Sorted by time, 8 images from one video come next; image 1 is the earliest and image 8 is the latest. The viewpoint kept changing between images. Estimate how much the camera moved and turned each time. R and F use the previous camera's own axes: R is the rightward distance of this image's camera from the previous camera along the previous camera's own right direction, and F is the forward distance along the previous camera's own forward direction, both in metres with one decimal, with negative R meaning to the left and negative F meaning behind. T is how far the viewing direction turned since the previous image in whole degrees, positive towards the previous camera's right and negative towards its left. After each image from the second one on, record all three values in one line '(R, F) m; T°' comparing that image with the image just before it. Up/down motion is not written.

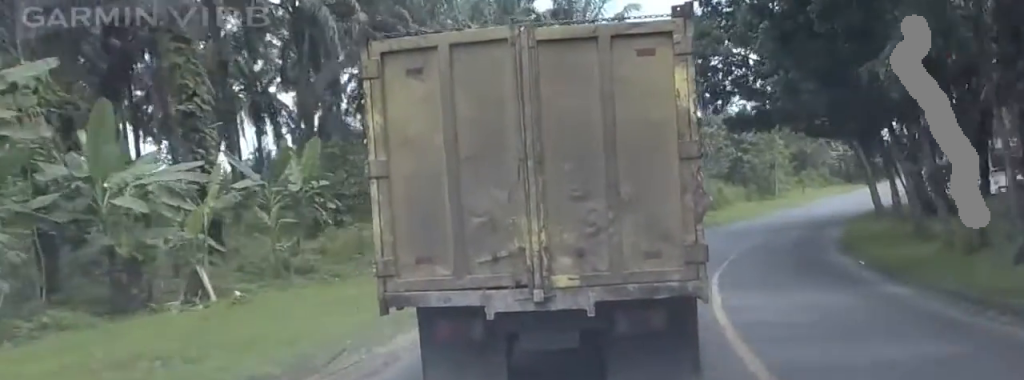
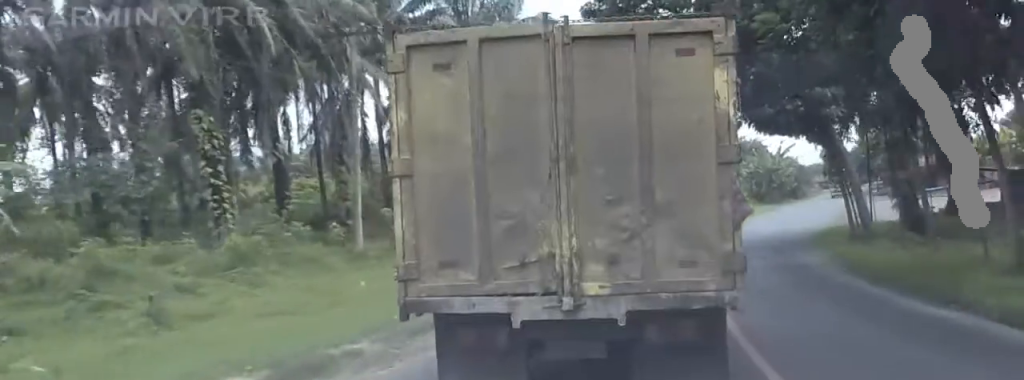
(+2.0, +12.2) m; +14°
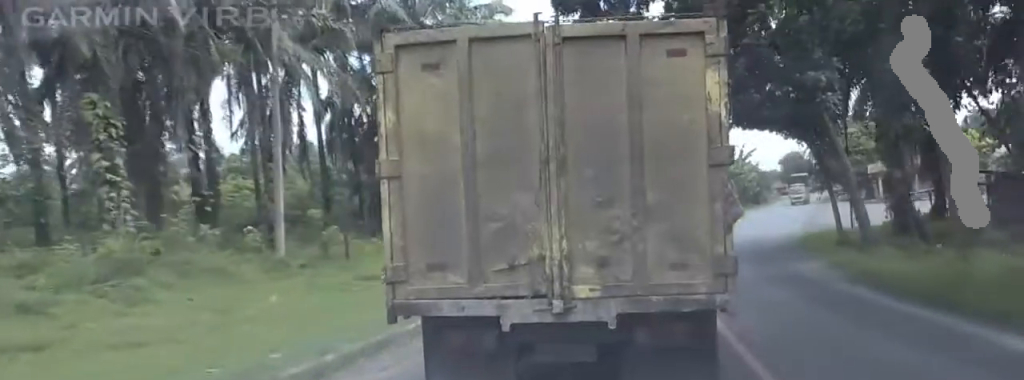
(+0.2, +4.4) m; +3°
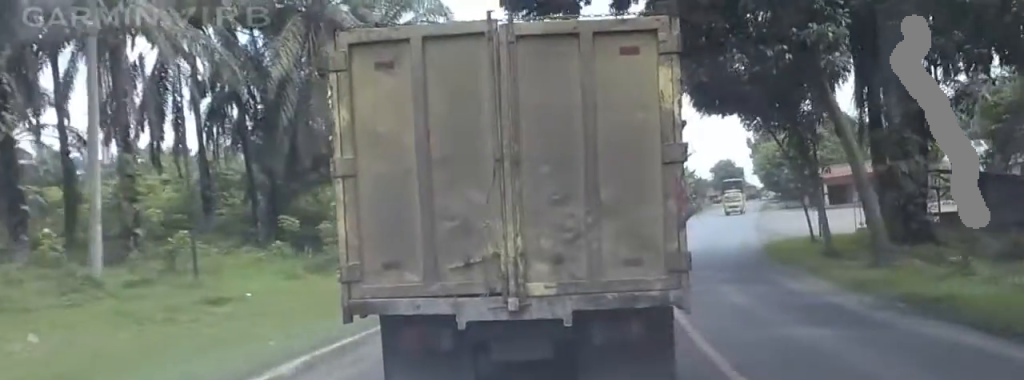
(-0.2, +7.2) m; +5°
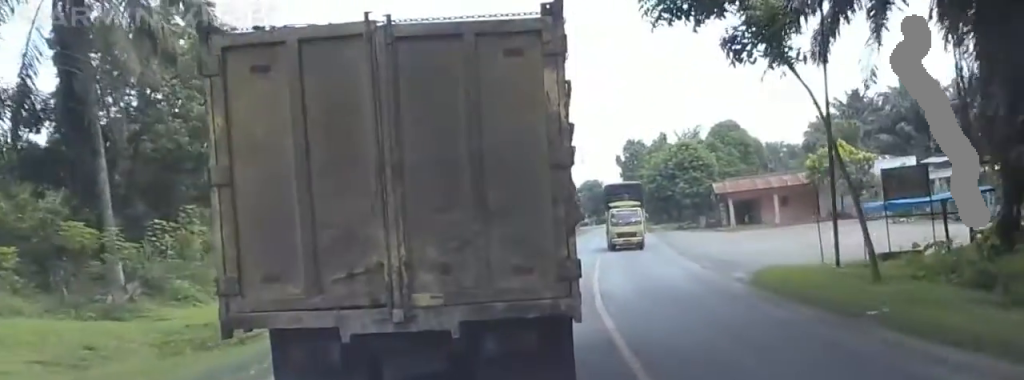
(+1.1, +19.5) m; +2°
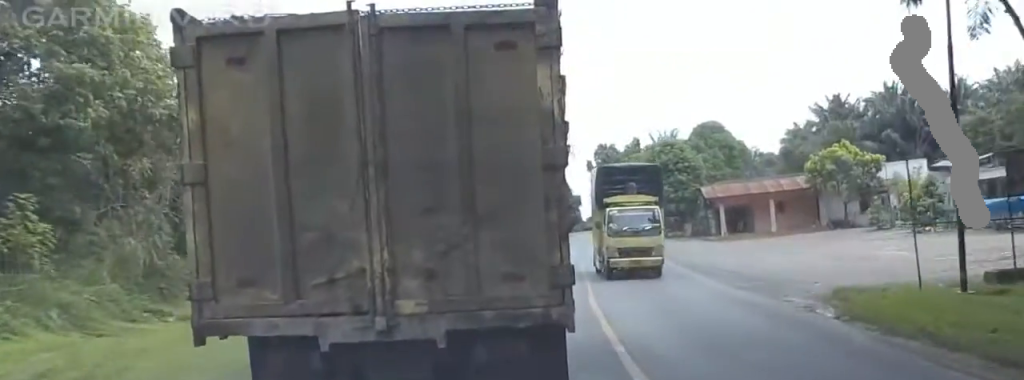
(0.0, +8.1) m; 0°
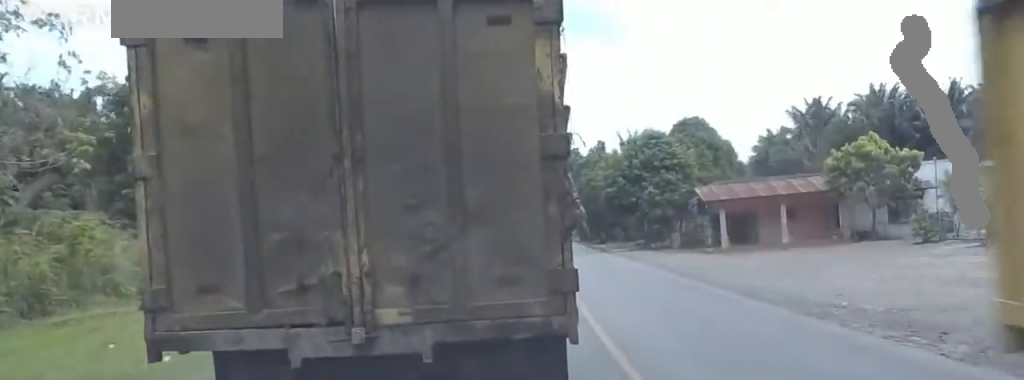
(+0.1, +12.7) m; +4°
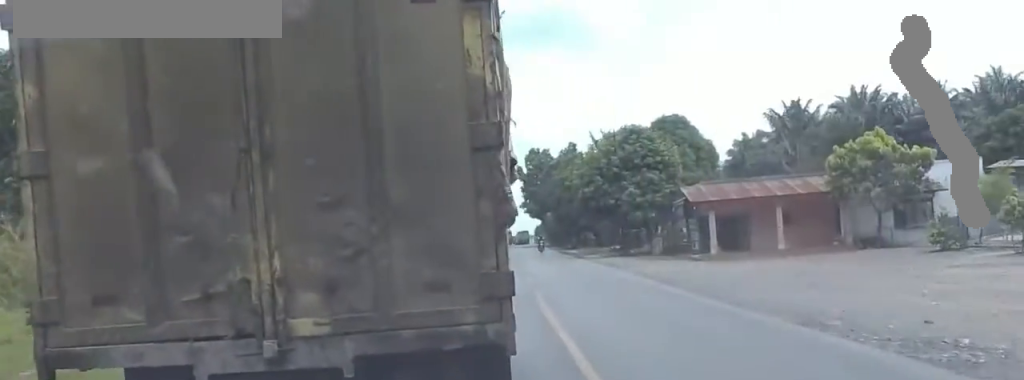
(-0.4, +5.9) m; +3°
